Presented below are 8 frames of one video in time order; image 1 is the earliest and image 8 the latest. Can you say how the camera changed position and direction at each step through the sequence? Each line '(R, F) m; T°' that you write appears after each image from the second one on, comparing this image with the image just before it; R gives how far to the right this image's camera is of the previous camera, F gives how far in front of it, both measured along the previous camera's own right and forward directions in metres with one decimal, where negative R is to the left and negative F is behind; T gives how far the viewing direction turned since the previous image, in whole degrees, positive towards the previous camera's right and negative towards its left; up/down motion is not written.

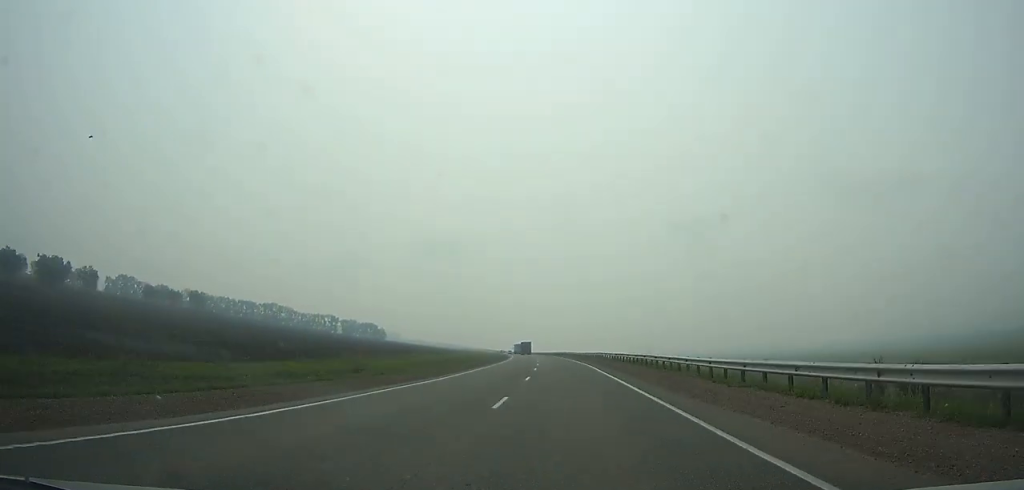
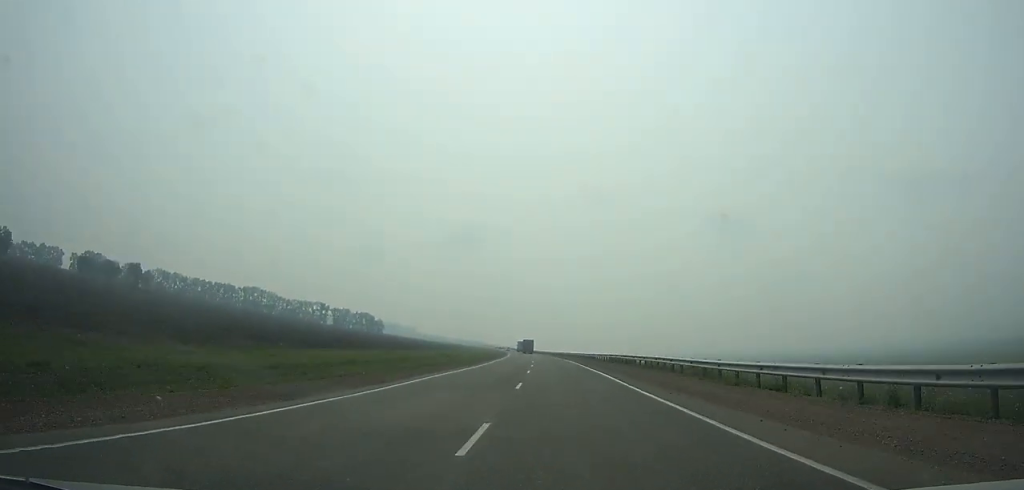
(-1.5, +77.5) m; -2°
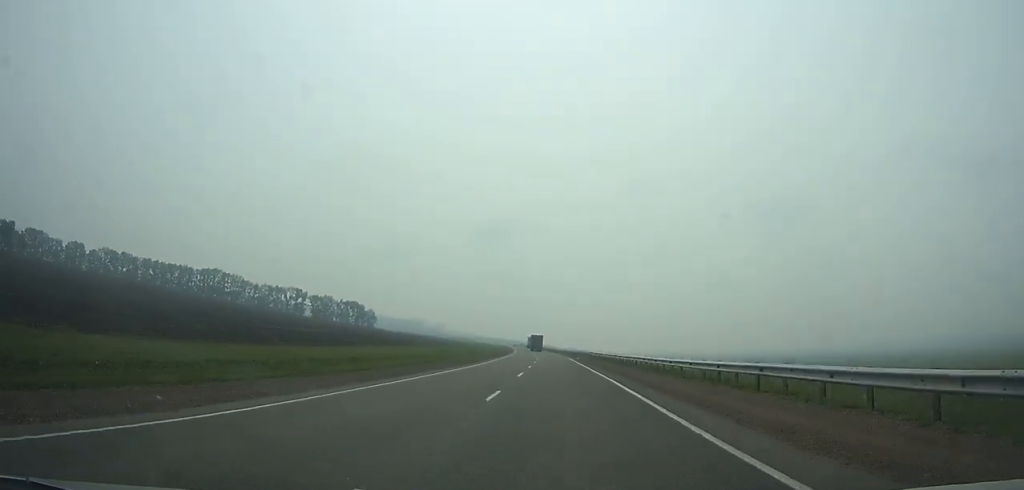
(-2.9, +102.1) m; -3°
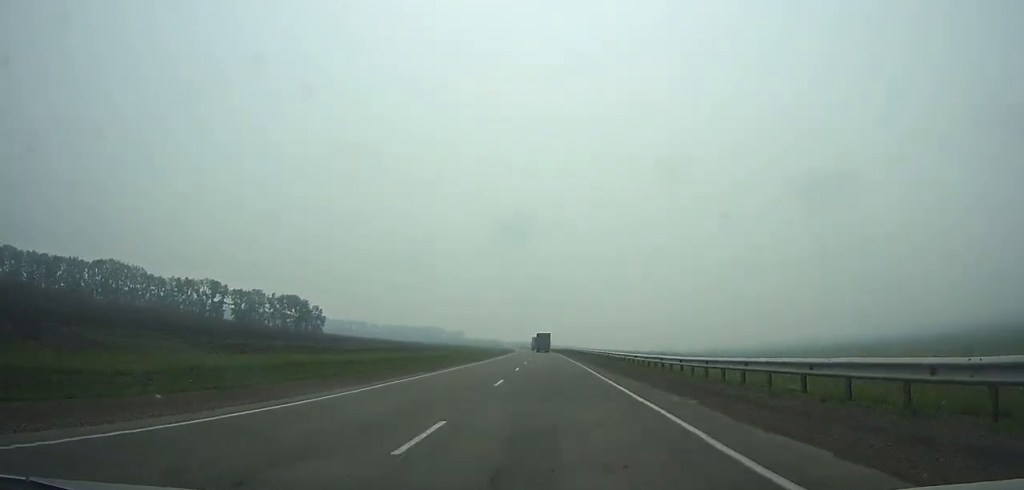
(-3.4, +115.4) m; -3°
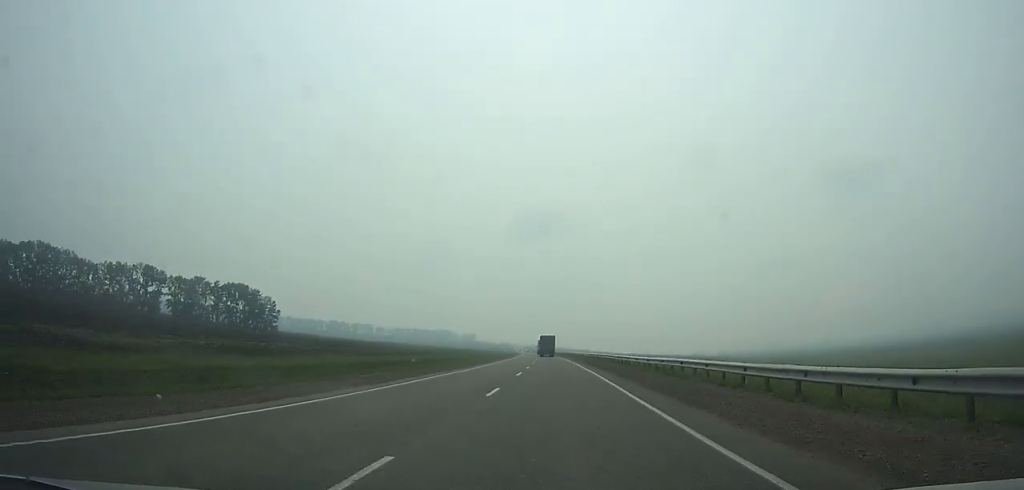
(-0.9, +50.6) m; -1°
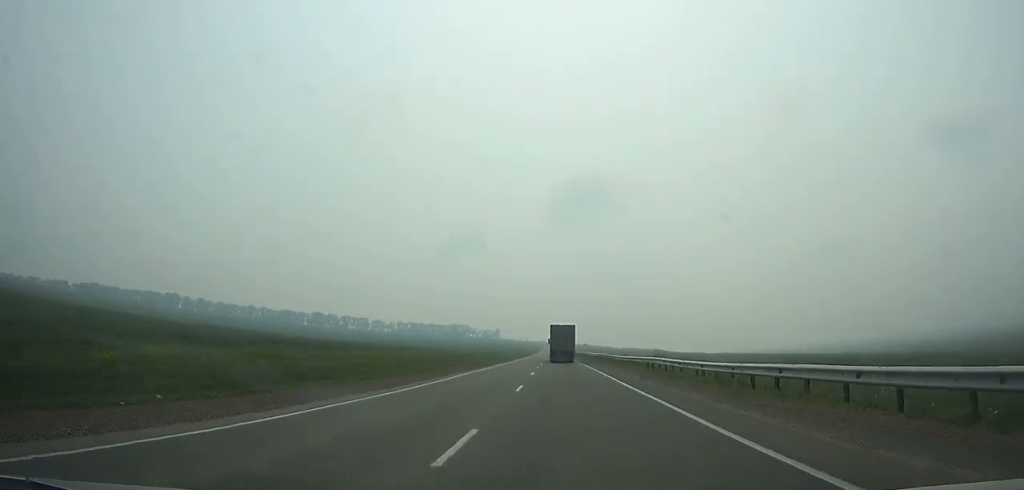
(-7.8, +215.7) m; -4°
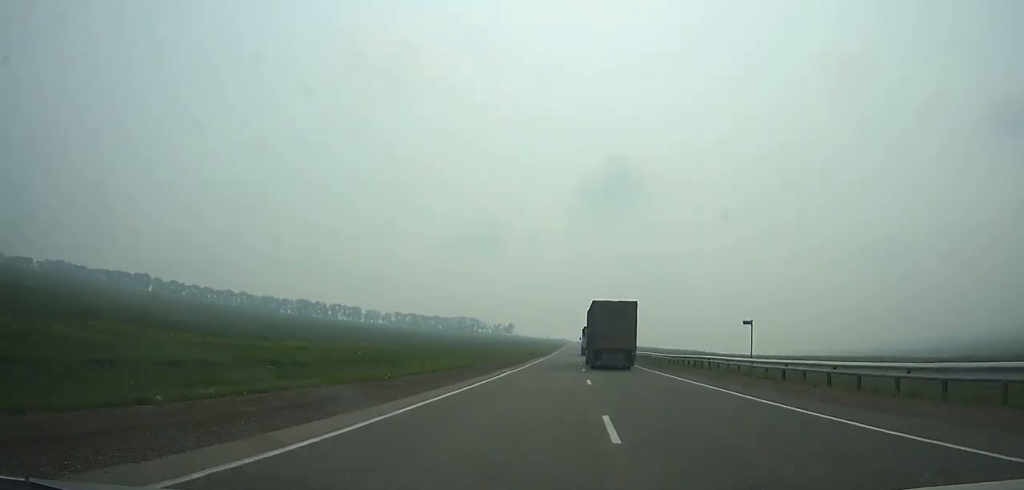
(-1.3, +105.4) m; 0°
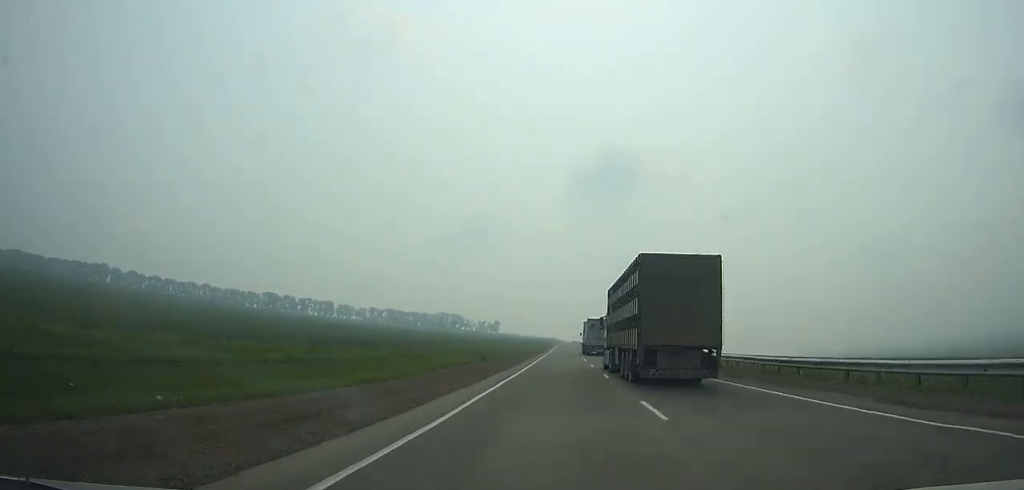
(-0.2, +58.3) m; 0°
